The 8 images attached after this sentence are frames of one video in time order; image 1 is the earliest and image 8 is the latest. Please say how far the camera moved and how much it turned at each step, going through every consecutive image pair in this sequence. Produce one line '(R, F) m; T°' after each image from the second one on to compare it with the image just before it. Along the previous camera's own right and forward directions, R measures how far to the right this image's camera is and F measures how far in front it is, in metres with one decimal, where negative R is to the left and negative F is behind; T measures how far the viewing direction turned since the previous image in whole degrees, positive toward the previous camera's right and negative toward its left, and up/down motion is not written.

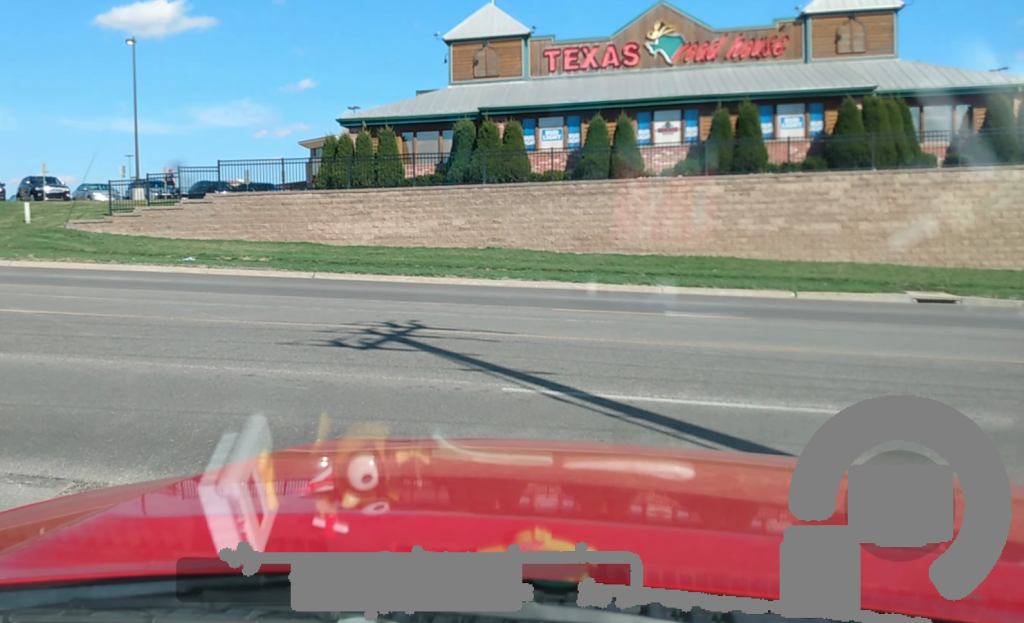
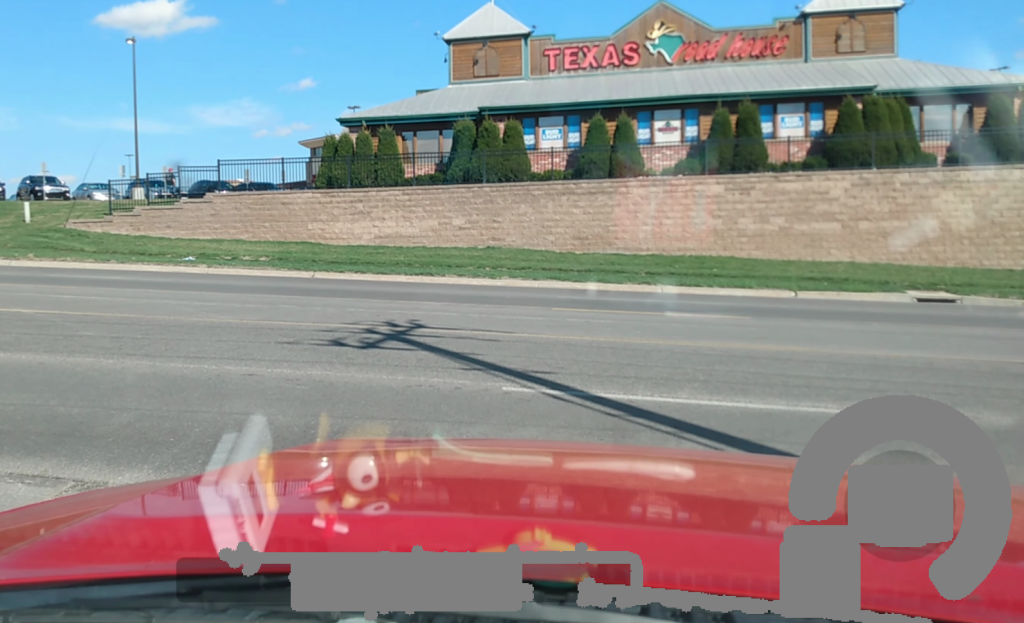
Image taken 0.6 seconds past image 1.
(0.0, +0.1) m; 0°
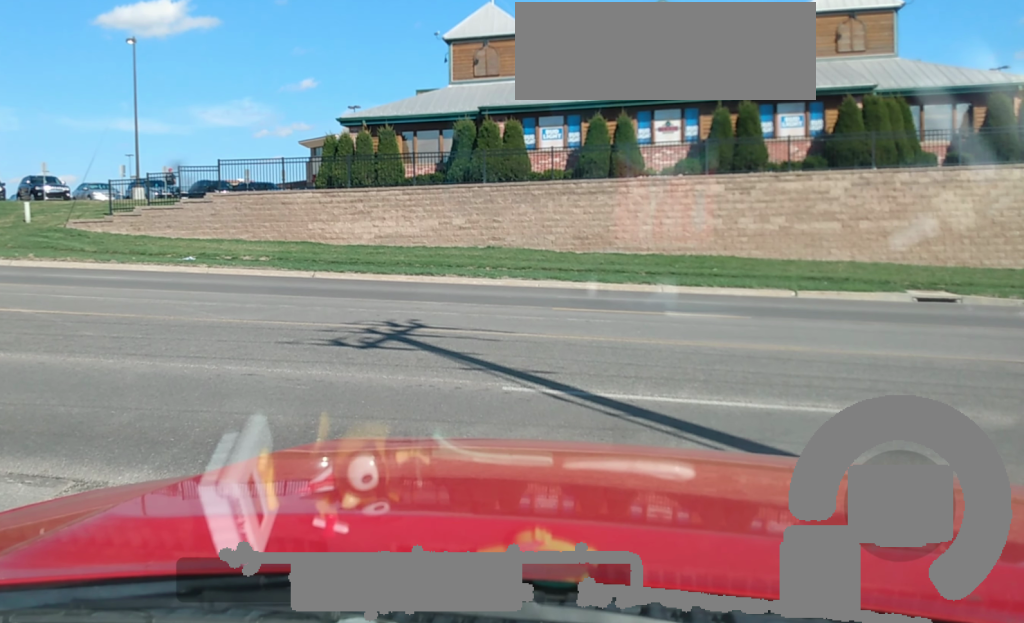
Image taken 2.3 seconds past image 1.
(-0.2, +0.1) m; 0°
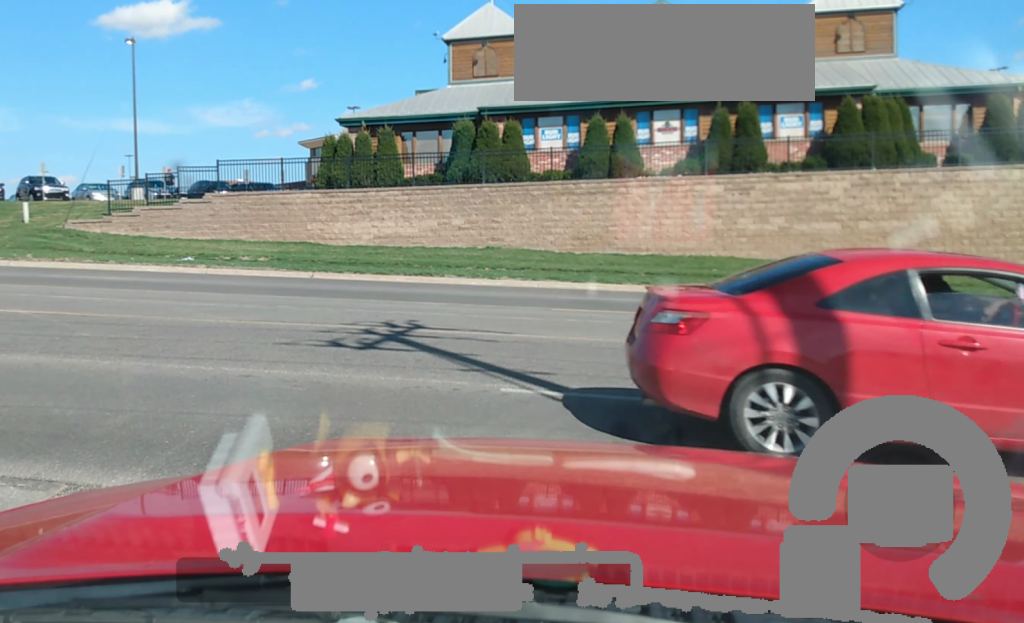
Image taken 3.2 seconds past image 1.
(-0.2, +0.1) m; 0°
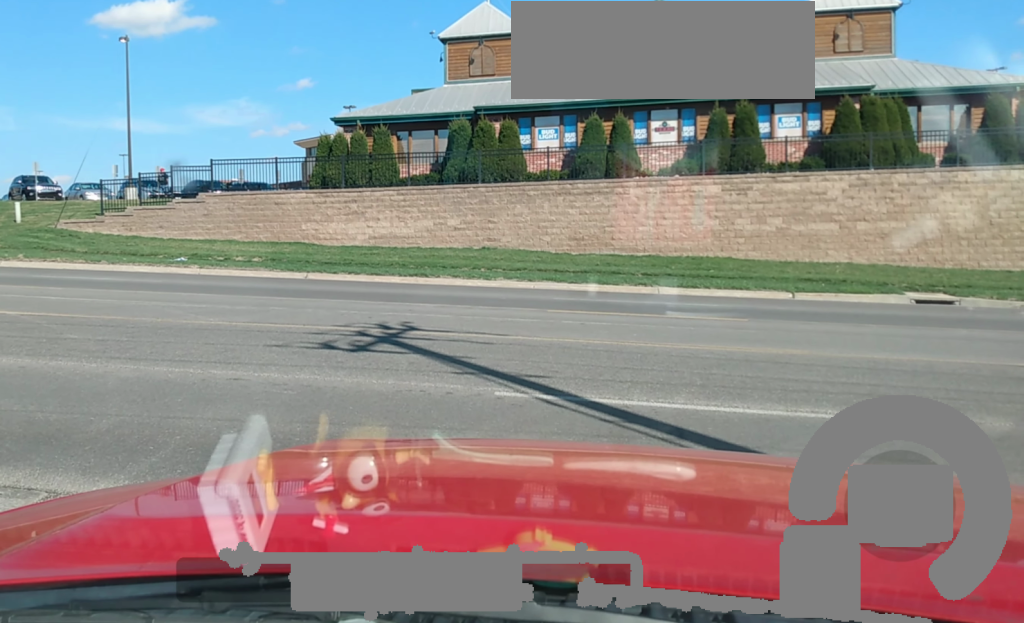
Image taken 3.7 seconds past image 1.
(-0.2, +0.2) m; 0°
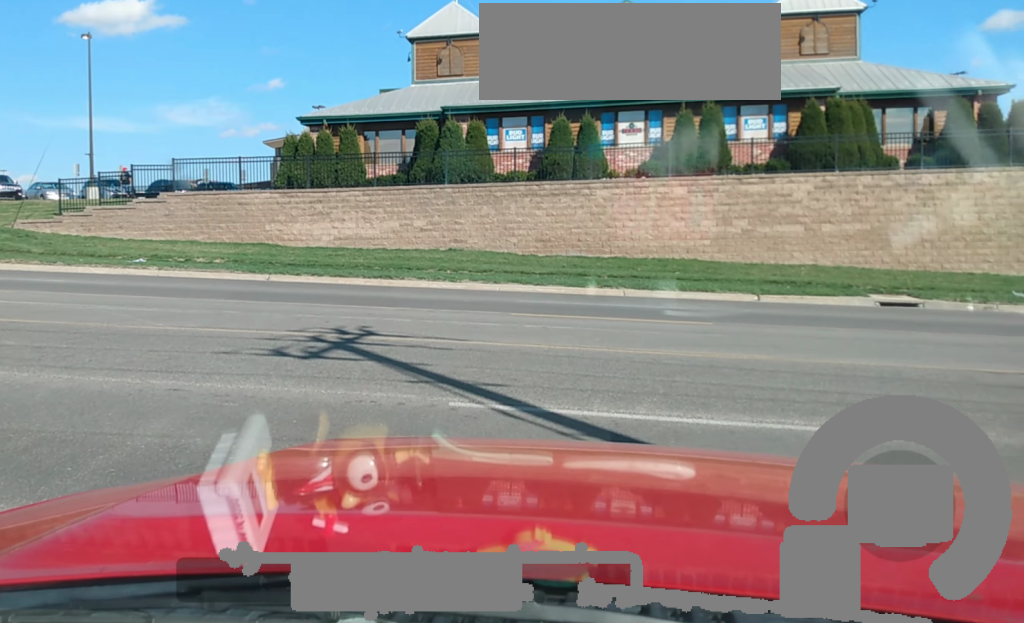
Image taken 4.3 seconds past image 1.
(-0.2, +0.3) m; +1°
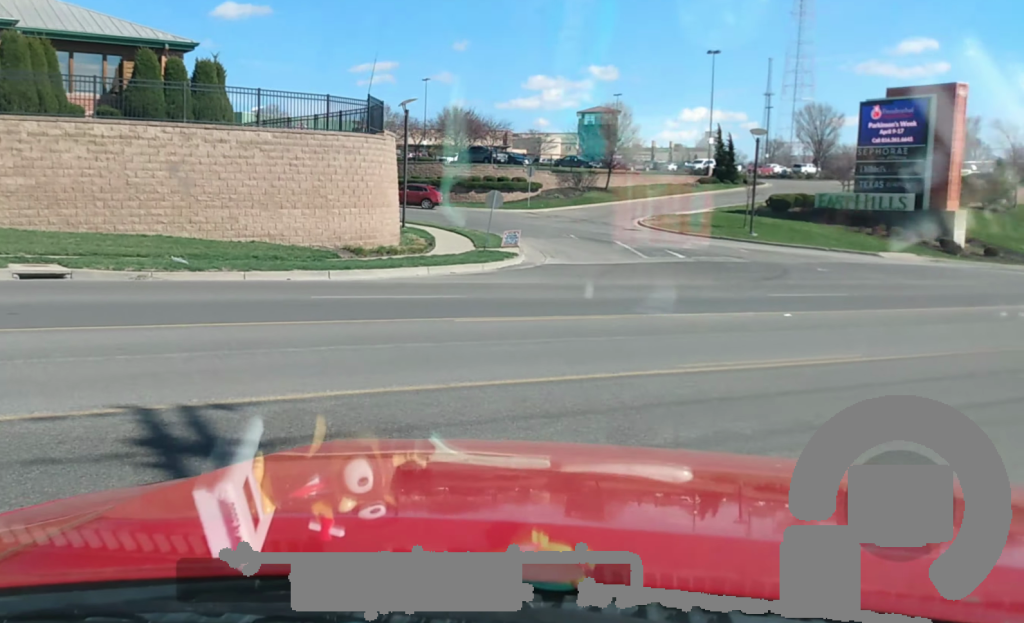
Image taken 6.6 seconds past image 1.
(+1.5, +3.7) m; +47°
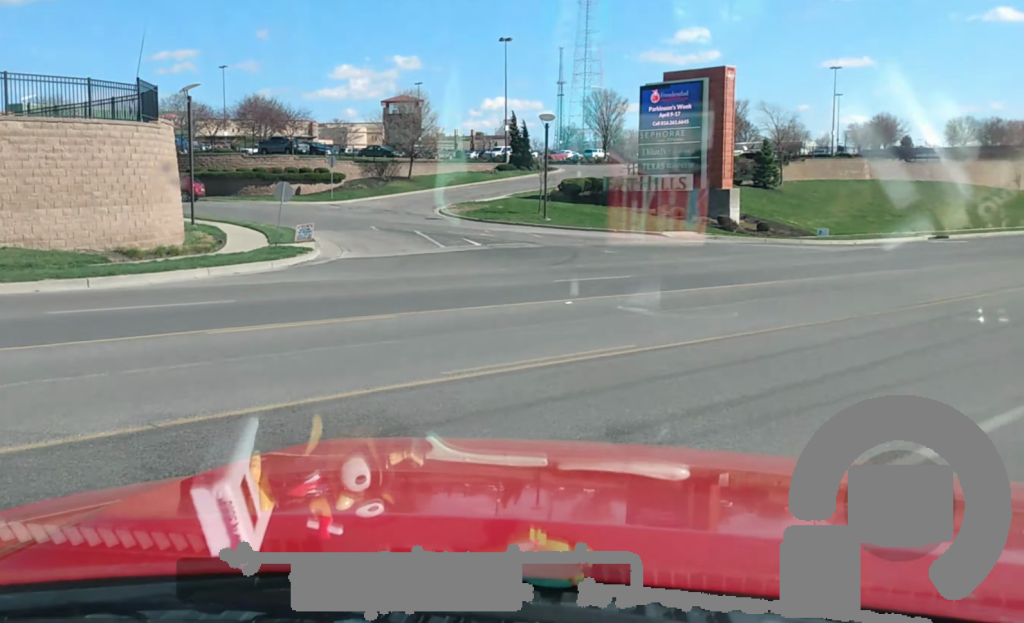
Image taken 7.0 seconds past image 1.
(+0.1, +1.3) m; +10°
